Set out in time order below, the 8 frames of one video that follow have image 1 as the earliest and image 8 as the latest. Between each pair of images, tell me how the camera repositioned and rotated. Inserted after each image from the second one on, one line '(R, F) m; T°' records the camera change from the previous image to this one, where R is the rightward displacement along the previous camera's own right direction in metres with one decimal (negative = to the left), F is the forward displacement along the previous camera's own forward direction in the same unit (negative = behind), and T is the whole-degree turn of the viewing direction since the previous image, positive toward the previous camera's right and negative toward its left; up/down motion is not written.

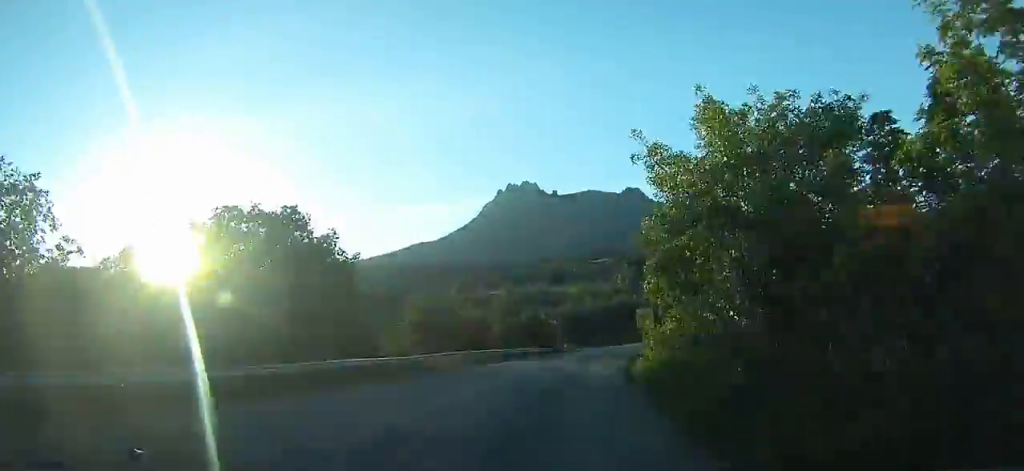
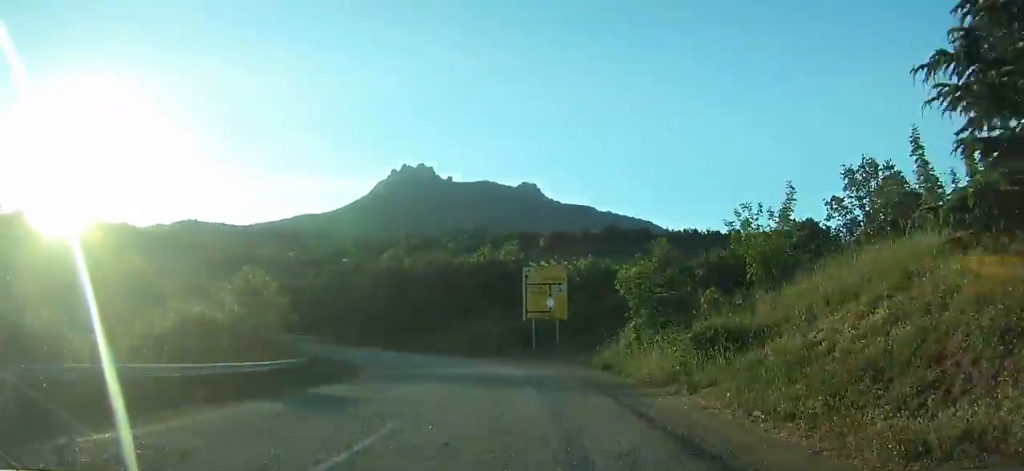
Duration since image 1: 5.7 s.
(+8.4, +59.7) m; +6°
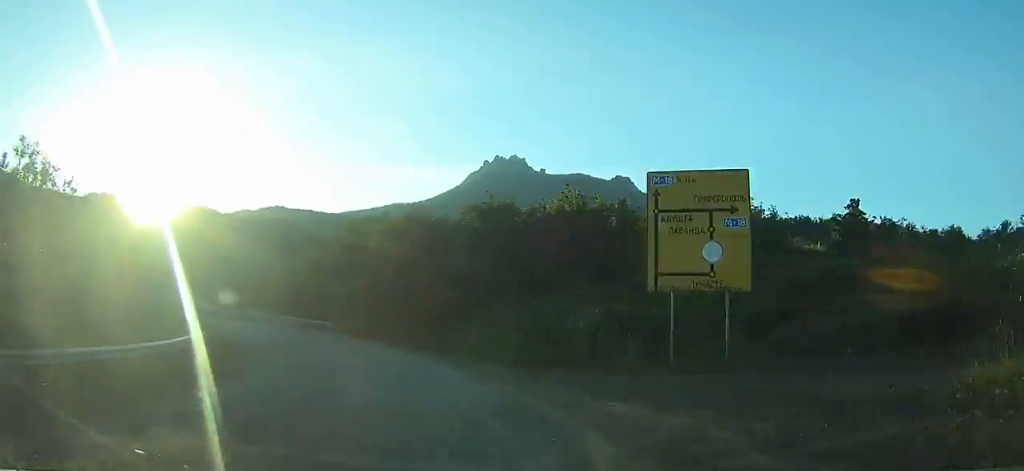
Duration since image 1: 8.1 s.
(-1.0, +25.0) m; -11°
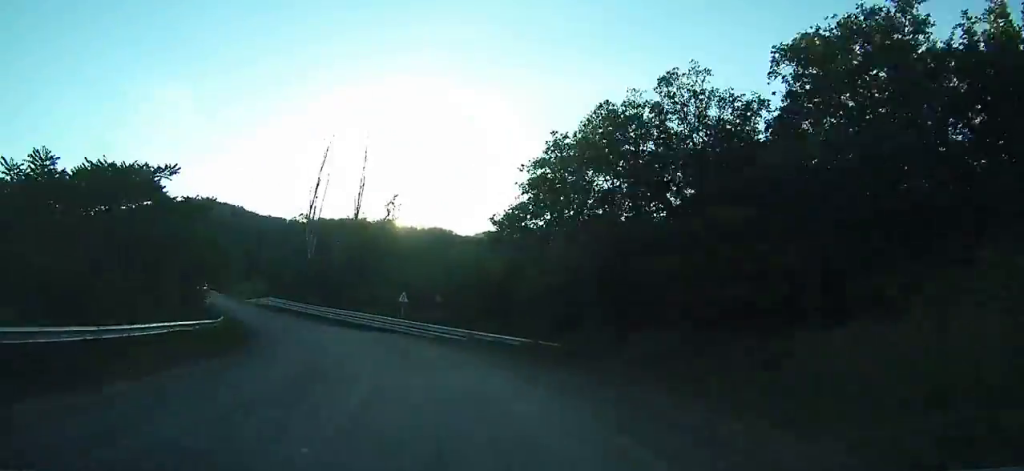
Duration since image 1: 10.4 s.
(-1.8, +23.9) m; -17°
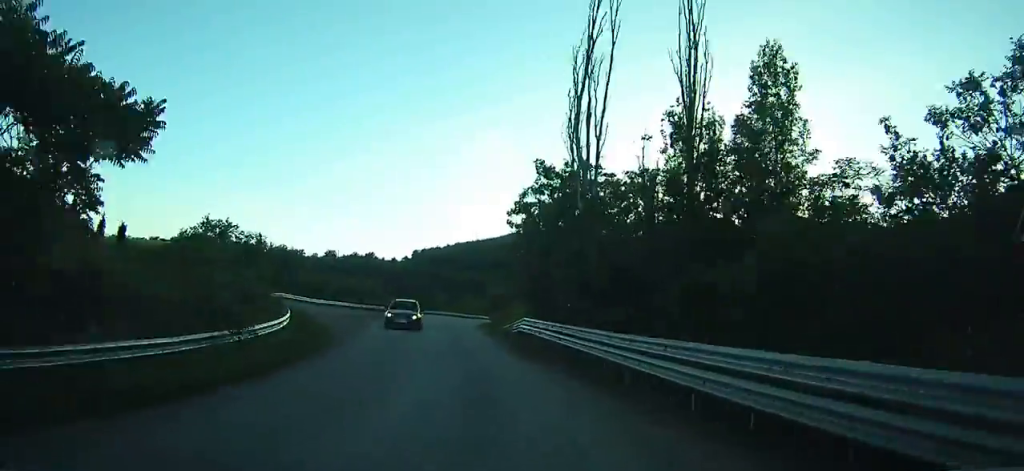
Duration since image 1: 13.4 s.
(-7.6, +30.8) m; -24°
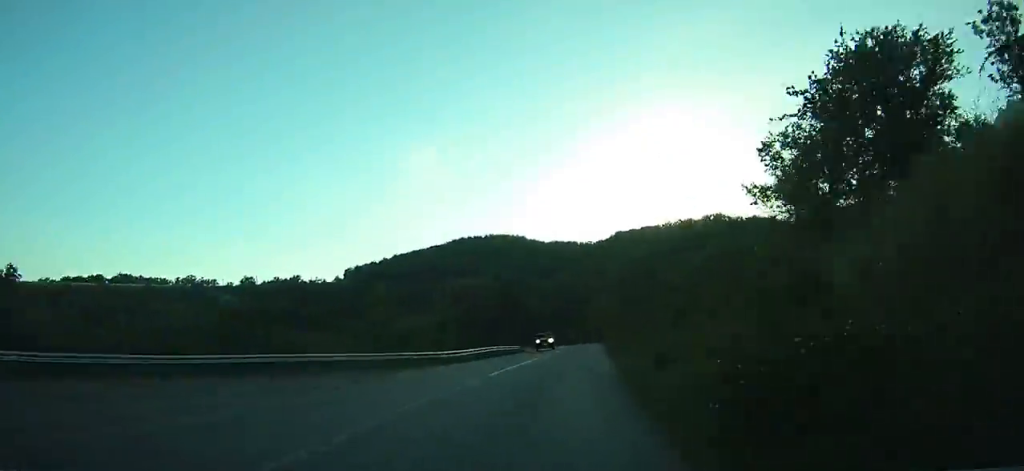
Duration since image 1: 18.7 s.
(-9.7, +62.8) m; -4°
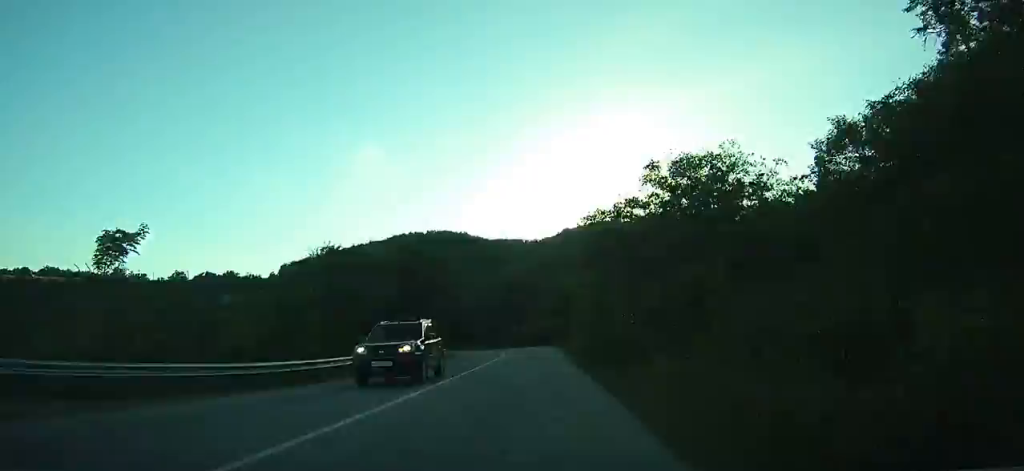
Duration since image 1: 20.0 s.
(+0.8, +15.7) m; +1°
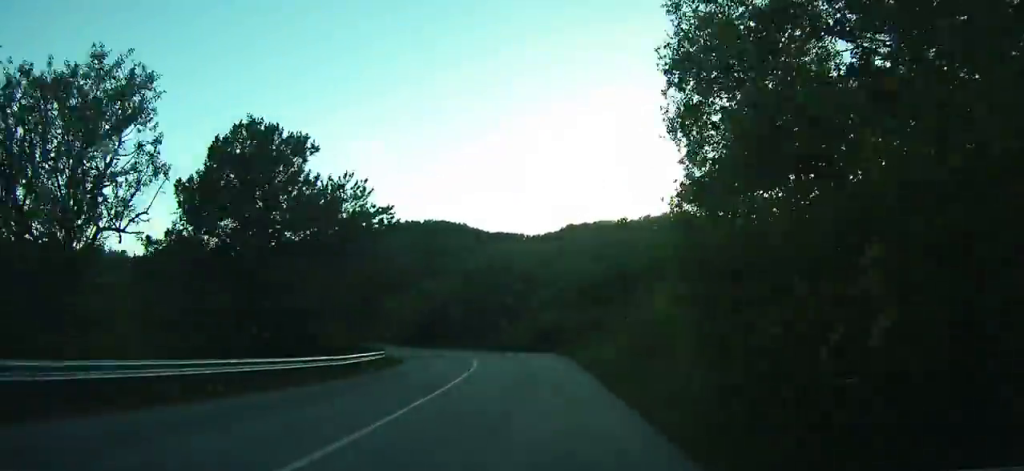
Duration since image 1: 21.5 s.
(+1.3, +18.1) m; 0°
